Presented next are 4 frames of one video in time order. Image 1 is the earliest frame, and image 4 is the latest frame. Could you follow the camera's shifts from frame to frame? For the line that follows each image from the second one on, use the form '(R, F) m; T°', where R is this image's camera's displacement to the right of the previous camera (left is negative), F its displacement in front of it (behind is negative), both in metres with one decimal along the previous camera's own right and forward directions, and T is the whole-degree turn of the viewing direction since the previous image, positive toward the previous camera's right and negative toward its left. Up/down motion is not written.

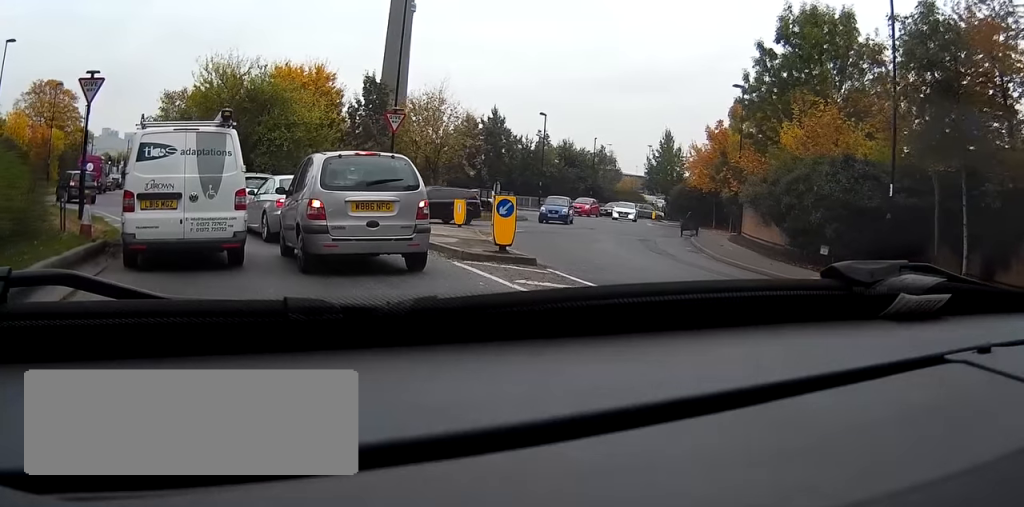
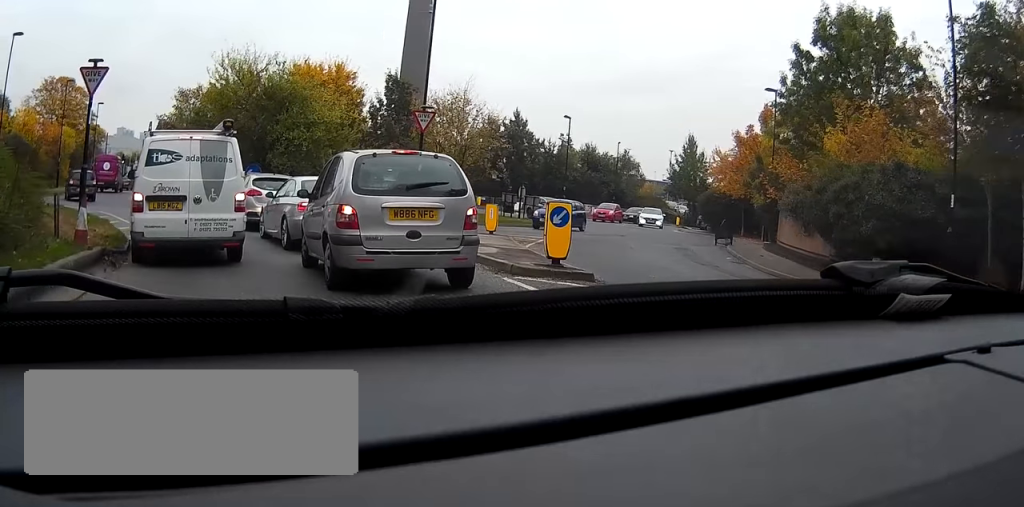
(-0.2, +1.7) m; -7°
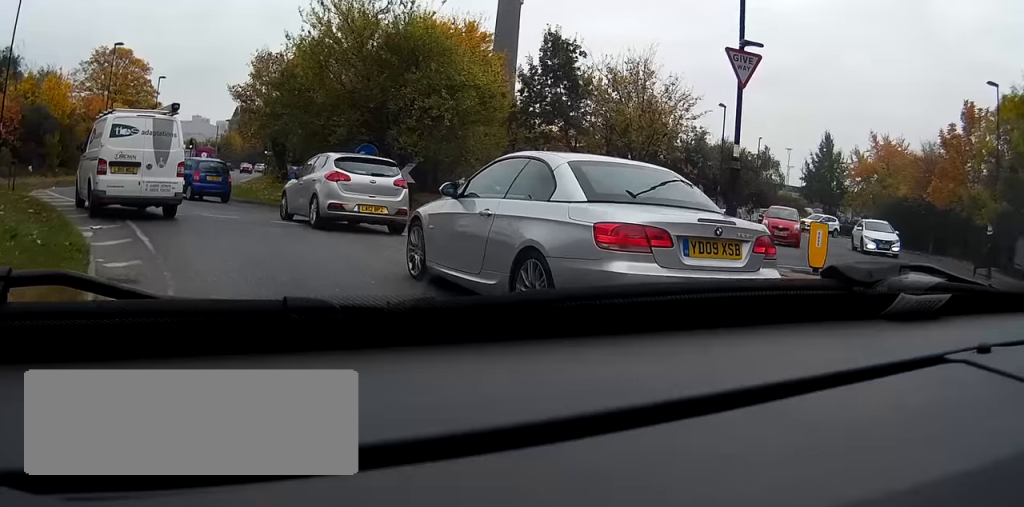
(-0.9, +10.4) m; 0°
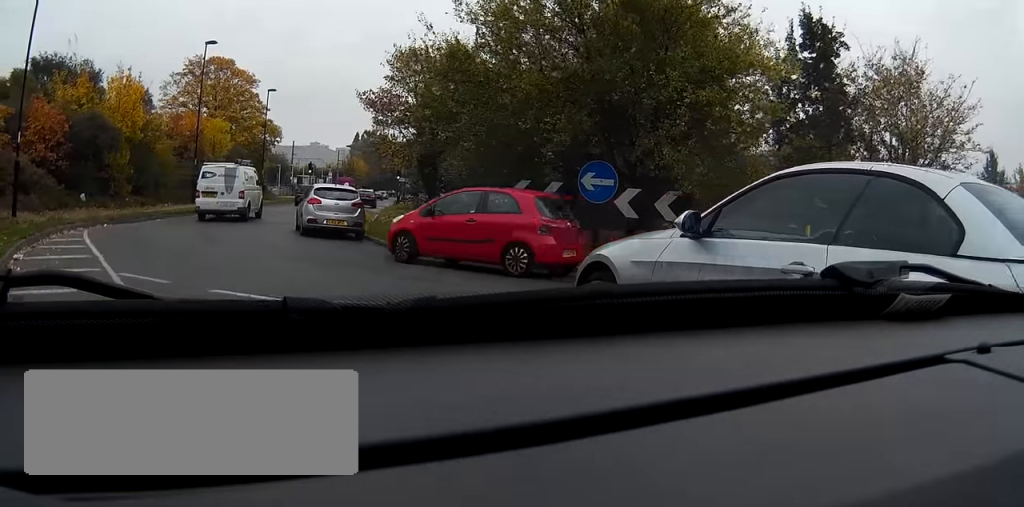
(-0.4, +9.3) m; -7°
